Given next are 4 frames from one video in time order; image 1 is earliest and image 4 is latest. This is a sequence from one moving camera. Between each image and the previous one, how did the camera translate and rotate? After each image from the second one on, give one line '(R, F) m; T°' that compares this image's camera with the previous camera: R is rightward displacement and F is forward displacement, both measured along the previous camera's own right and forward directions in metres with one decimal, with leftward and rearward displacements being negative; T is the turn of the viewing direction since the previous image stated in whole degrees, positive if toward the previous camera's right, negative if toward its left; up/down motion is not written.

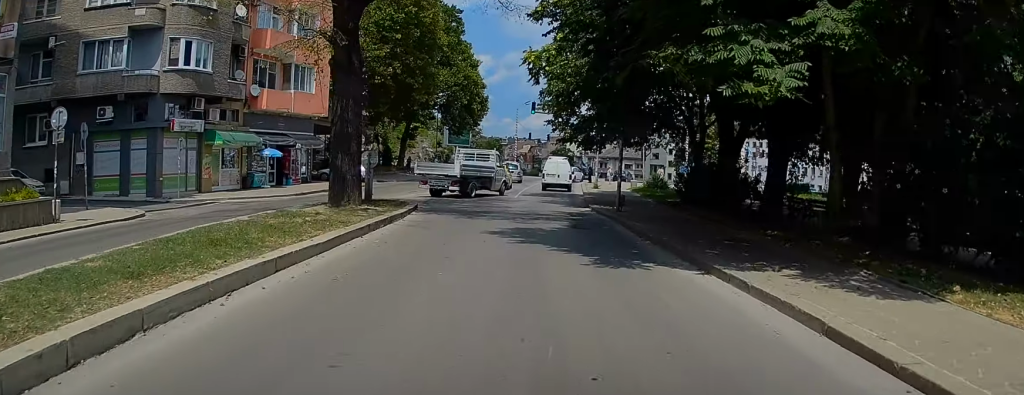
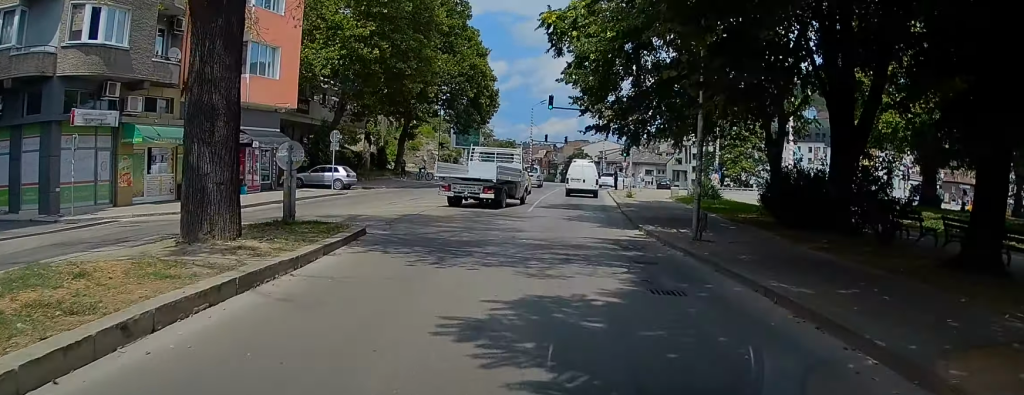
(+0.1, +8.7) m; 0°
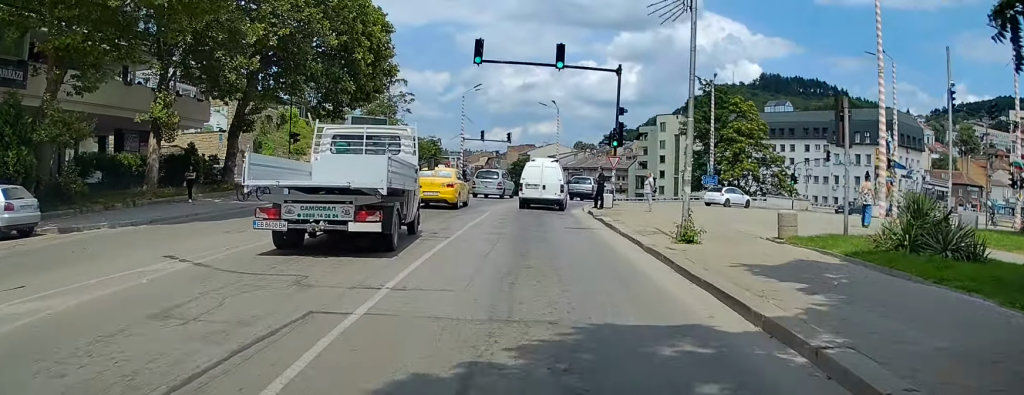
(+1.2, +24.3) m; +5°
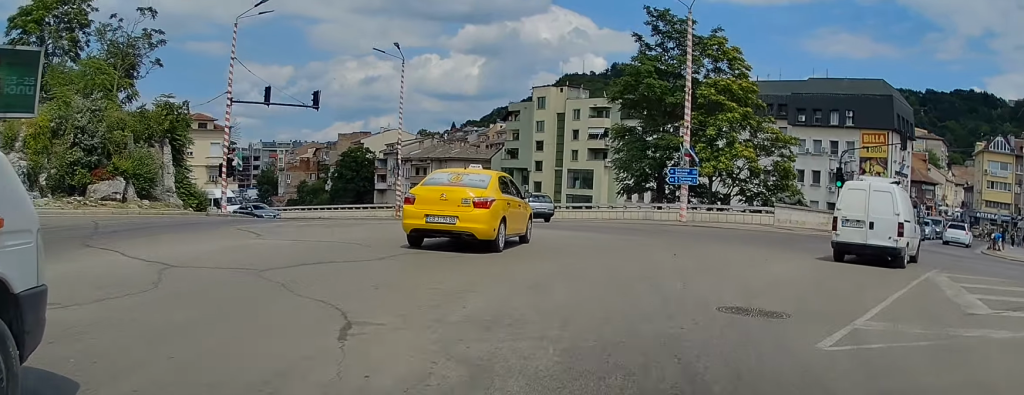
(+0.5, +34.6) m; +10°
